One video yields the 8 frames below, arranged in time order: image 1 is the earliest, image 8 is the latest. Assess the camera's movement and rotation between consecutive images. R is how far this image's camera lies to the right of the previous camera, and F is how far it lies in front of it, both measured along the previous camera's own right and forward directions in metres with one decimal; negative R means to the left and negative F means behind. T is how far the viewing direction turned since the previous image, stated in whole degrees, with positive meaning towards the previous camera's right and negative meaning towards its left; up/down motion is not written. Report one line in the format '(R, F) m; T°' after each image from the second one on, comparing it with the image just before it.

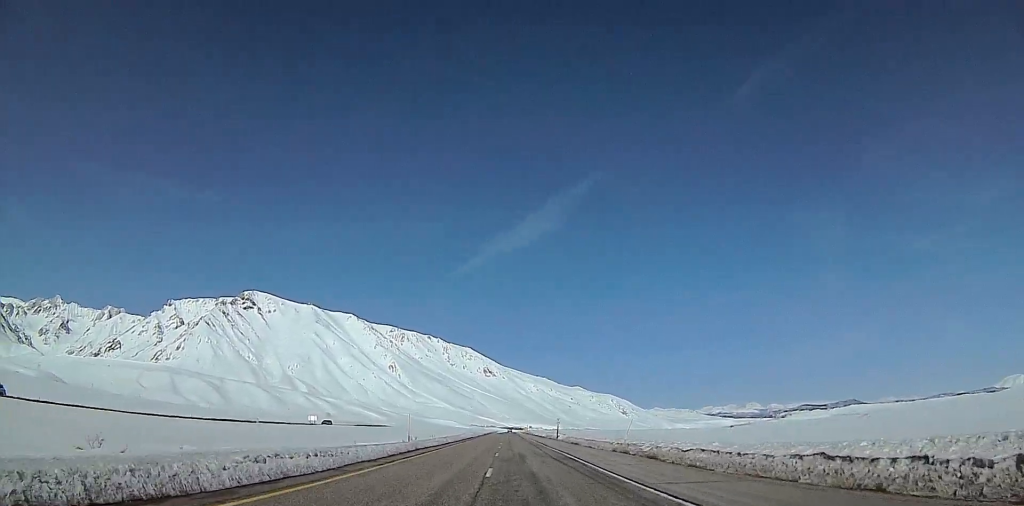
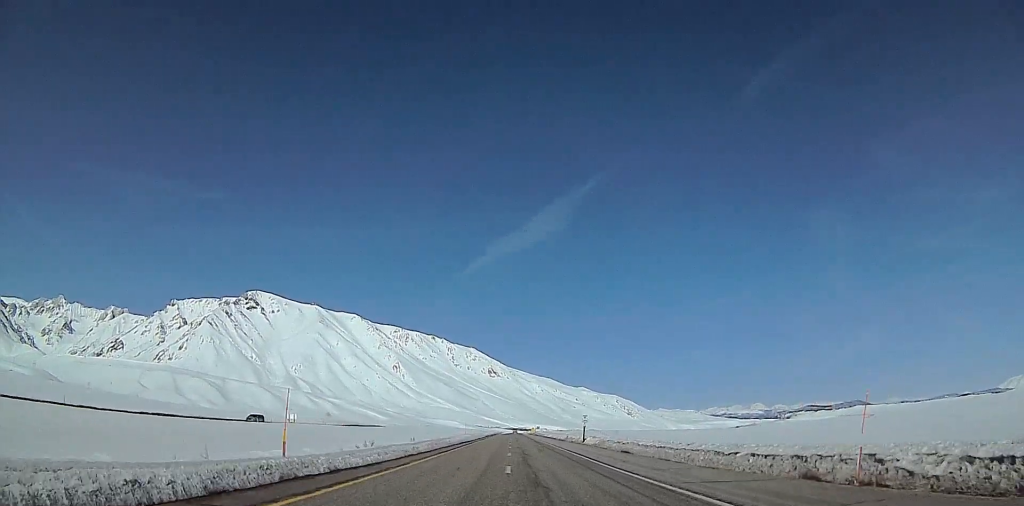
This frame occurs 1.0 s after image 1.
(-0.7, +27.3) m; -1°
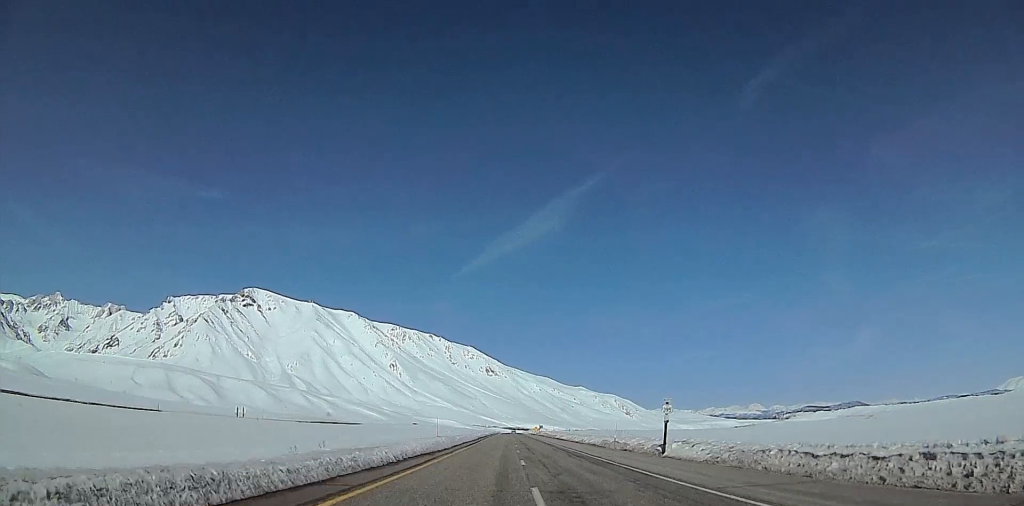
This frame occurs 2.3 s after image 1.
(0.0, +38.5) m; 0°
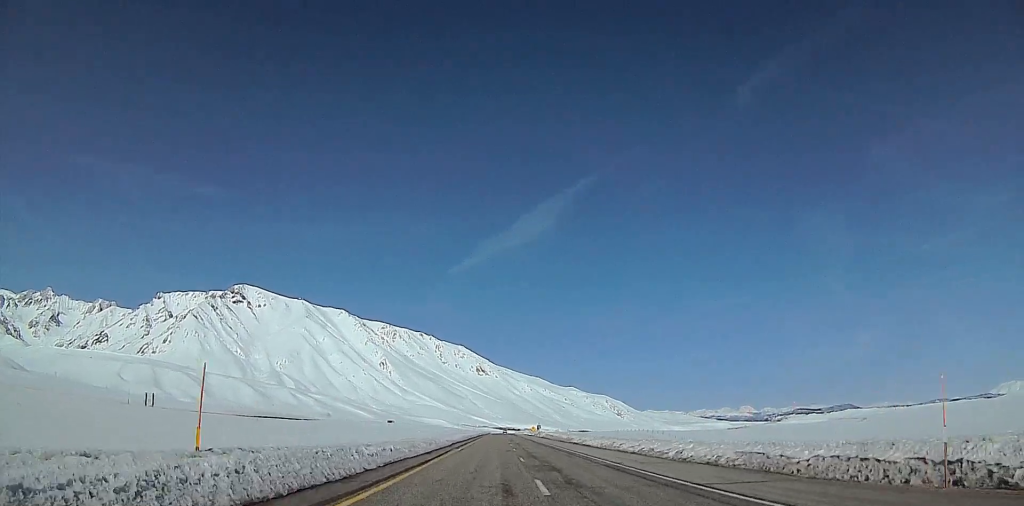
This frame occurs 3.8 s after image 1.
(-0.2, +40.7) m; +1°
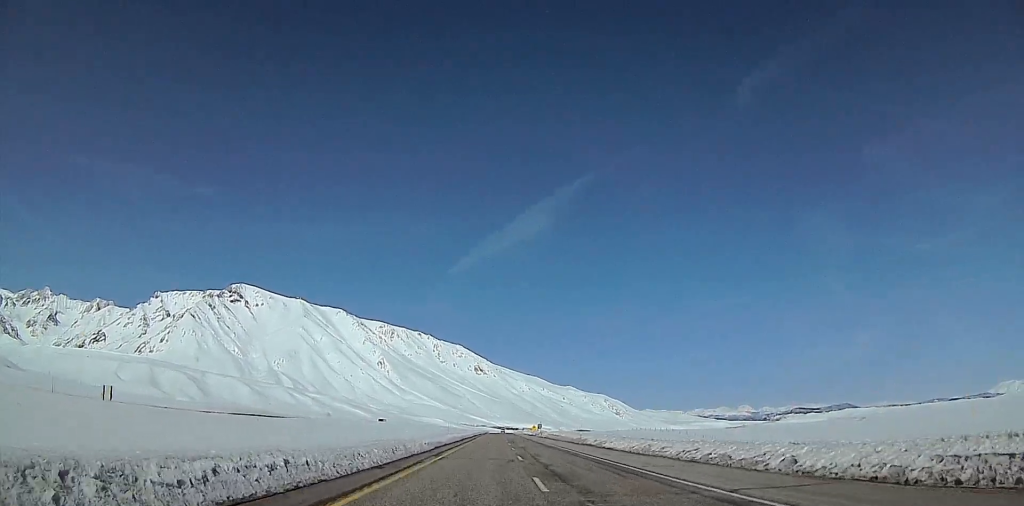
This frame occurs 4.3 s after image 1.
(-0.1, +14.2) m; +2°
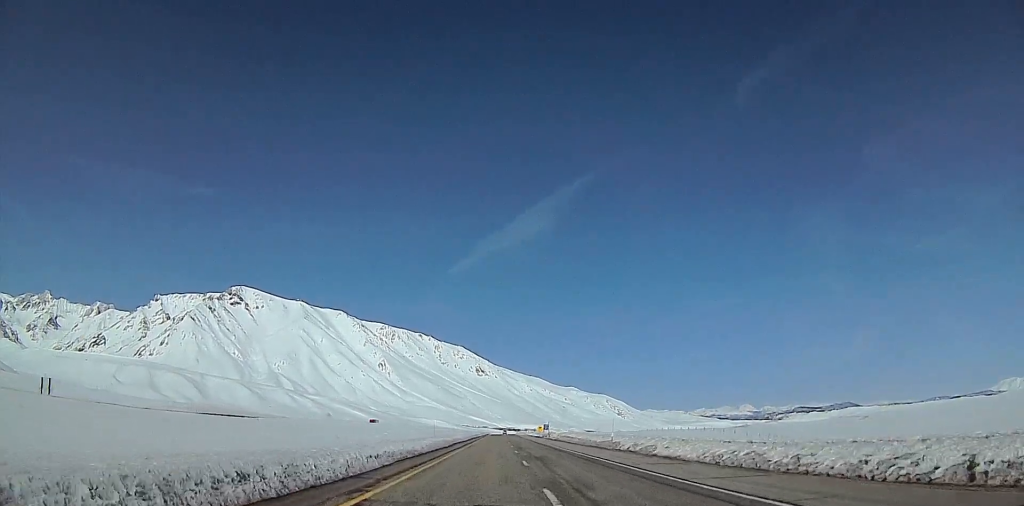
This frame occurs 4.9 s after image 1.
(+0.6, +17.9) m; +1°
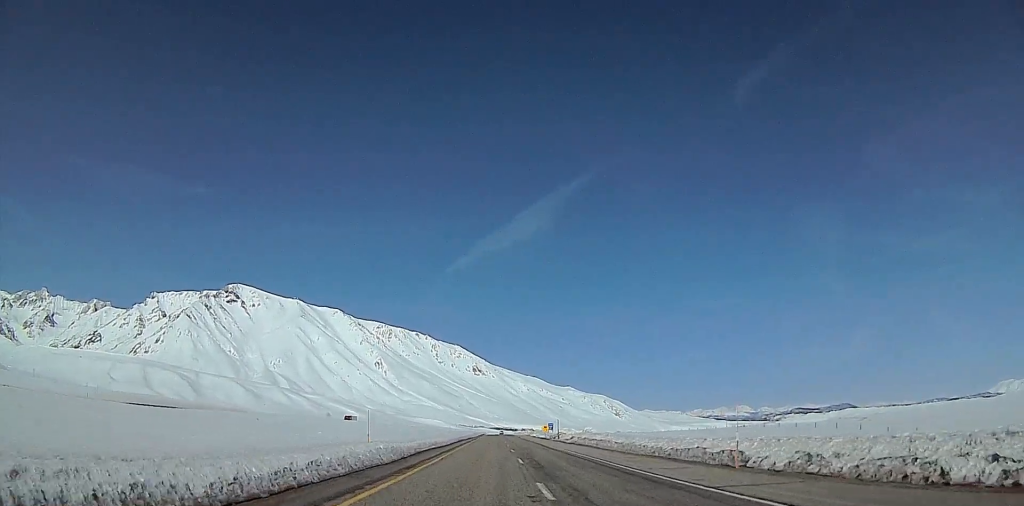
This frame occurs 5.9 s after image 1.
(+0.2, +27.4) m; -2°
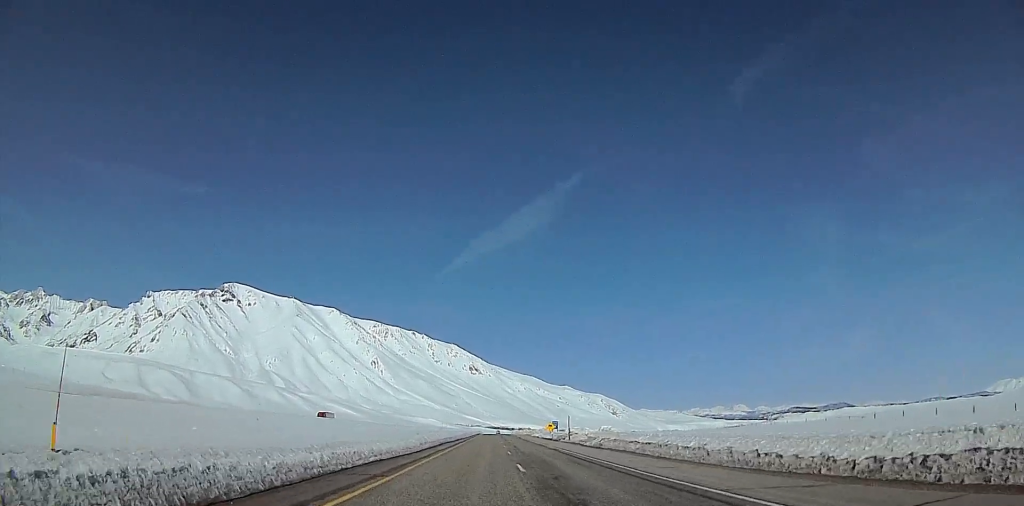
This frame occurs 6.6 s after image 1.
(-0.6, +20.8) m; -2°
